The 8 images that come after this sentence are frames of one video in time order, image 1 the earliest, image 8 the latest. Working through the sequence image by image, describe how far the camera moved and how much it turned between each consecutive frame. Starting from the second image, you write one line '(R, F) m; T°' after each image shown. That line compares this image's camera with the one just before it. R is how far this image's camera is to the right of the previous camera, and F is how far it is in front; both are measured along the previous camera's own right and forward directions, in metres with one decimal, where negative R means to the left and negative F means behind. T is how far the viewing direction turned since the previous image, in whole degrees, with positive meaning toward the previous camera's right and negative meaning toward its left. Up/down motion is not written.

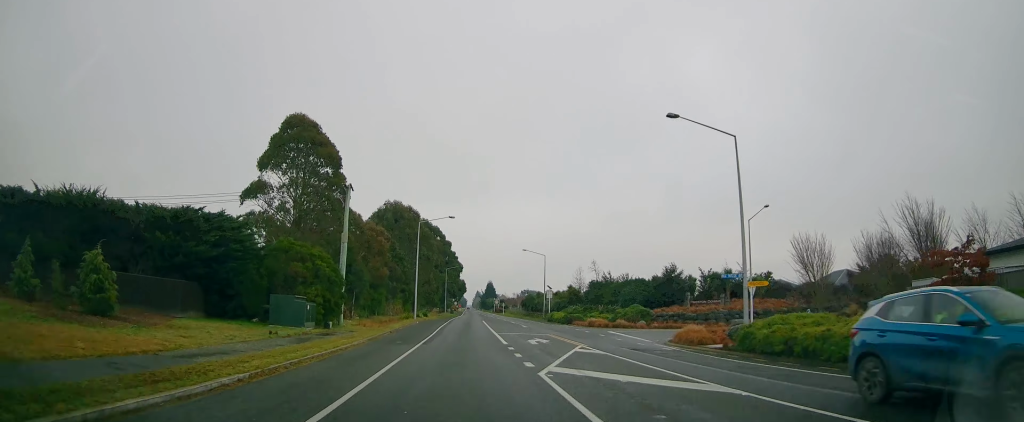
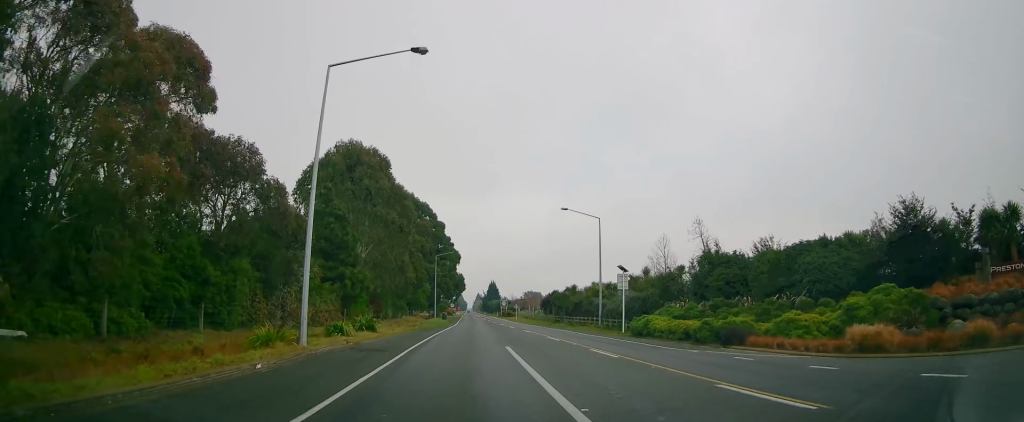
(-0.5, +38.5) m; -1°
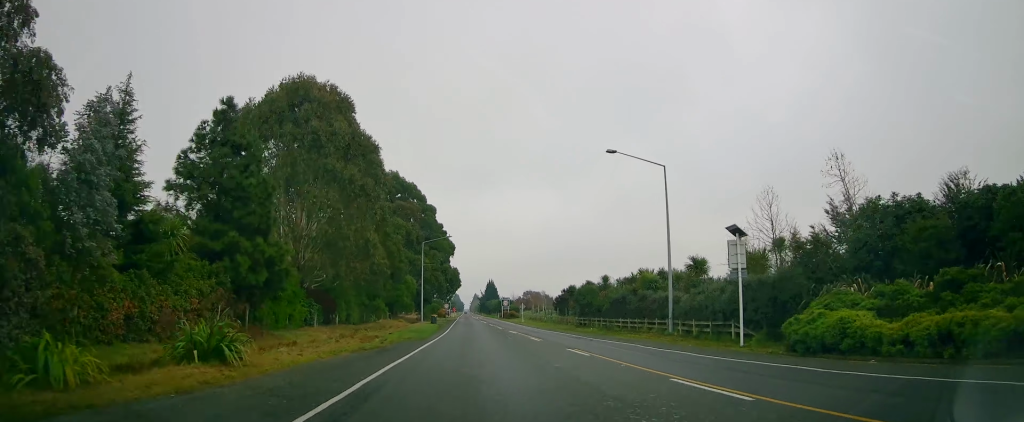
(+0.3, +18.9) m; 0°
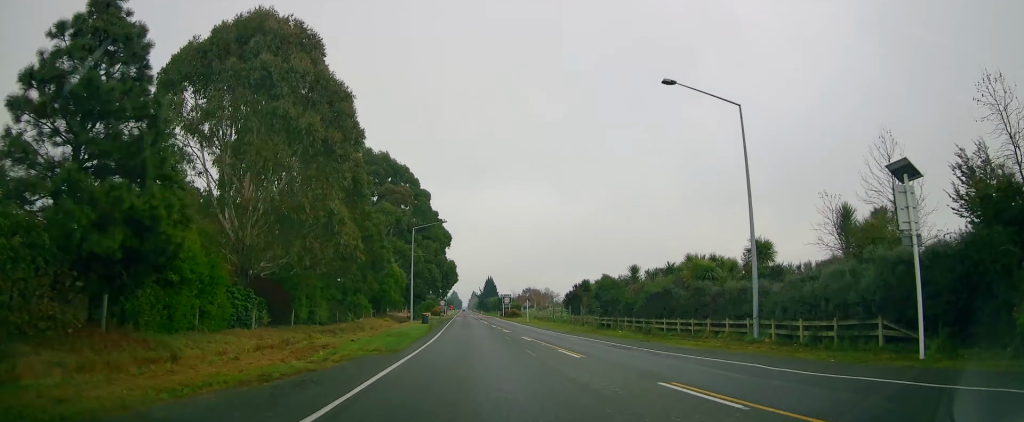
(-0.1, +10.4) m; 0°
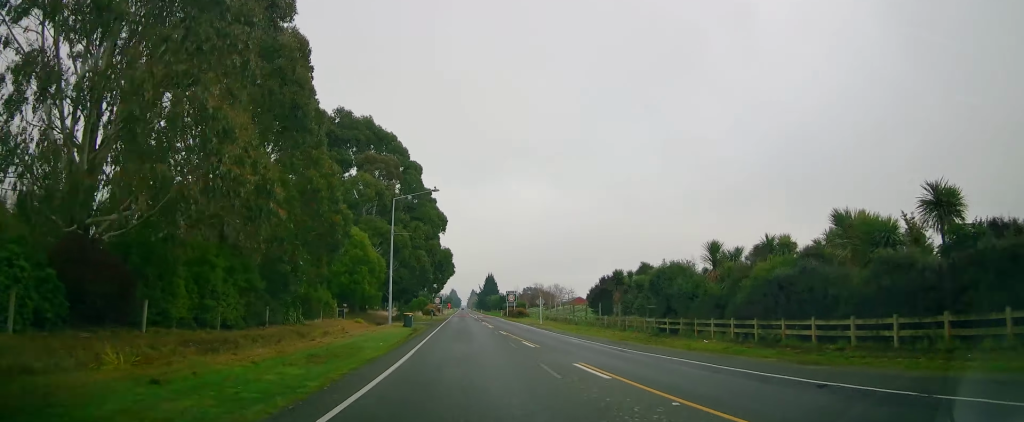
(-0.1, +15.2) m; 0°
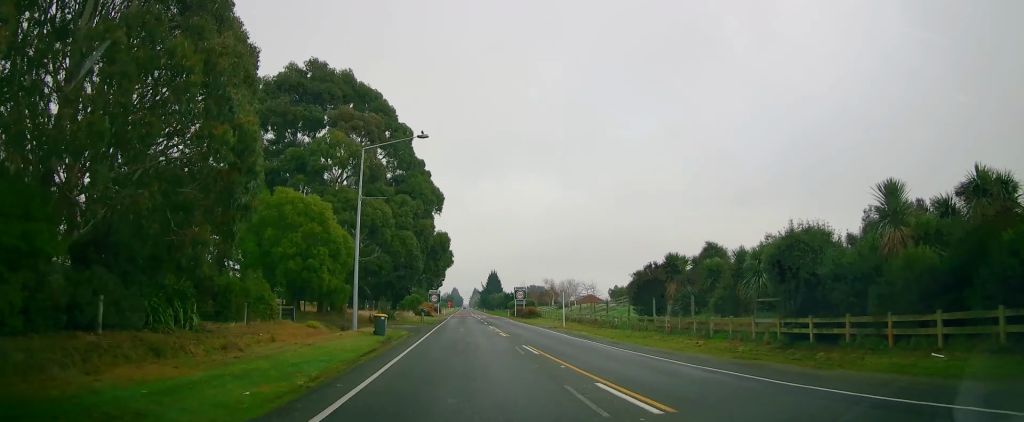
(+0.2, +14.0) m; +1°
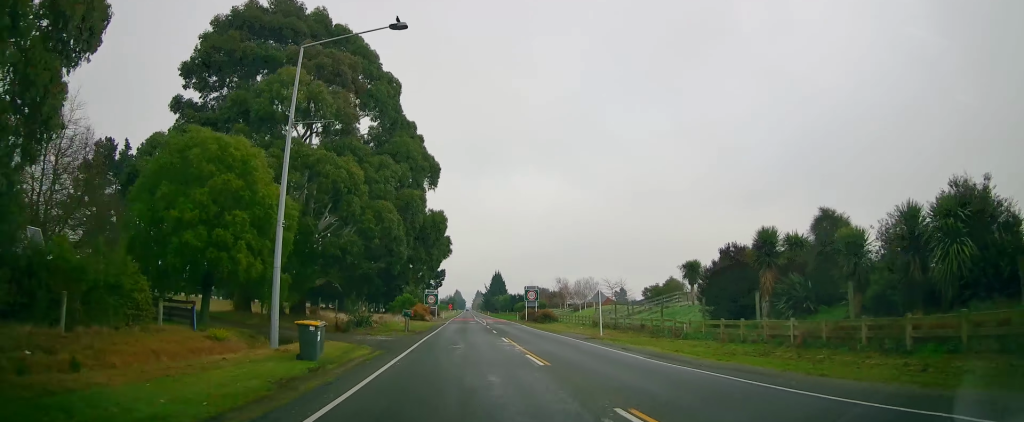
(0.0, +12.8) m; -1°
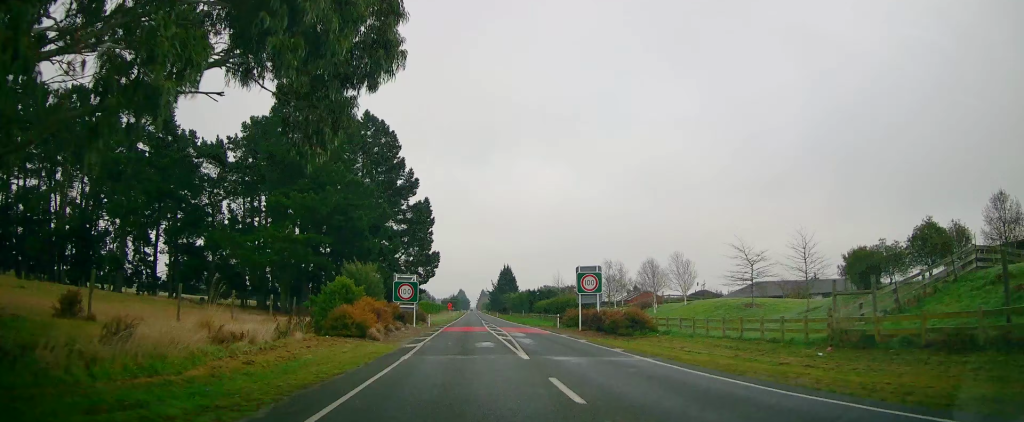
(-0.3, +34.3) m; 0°
